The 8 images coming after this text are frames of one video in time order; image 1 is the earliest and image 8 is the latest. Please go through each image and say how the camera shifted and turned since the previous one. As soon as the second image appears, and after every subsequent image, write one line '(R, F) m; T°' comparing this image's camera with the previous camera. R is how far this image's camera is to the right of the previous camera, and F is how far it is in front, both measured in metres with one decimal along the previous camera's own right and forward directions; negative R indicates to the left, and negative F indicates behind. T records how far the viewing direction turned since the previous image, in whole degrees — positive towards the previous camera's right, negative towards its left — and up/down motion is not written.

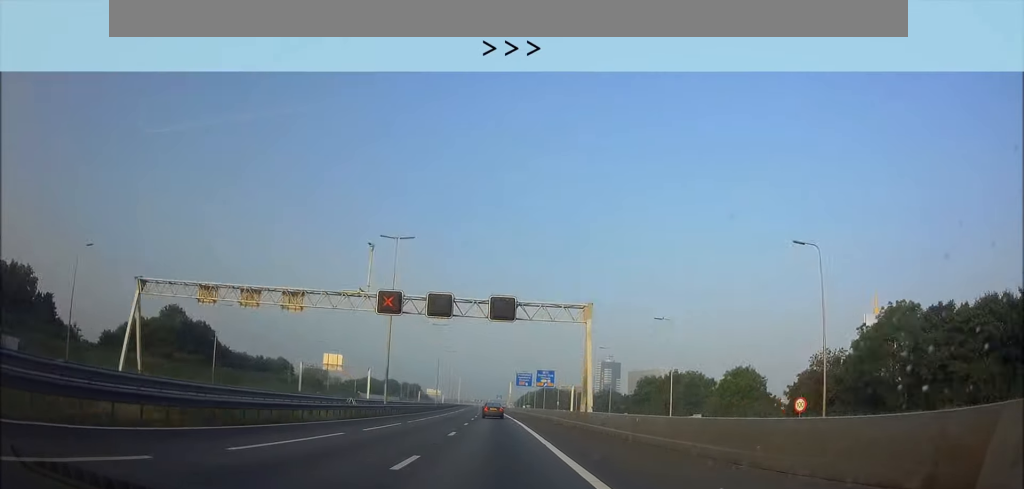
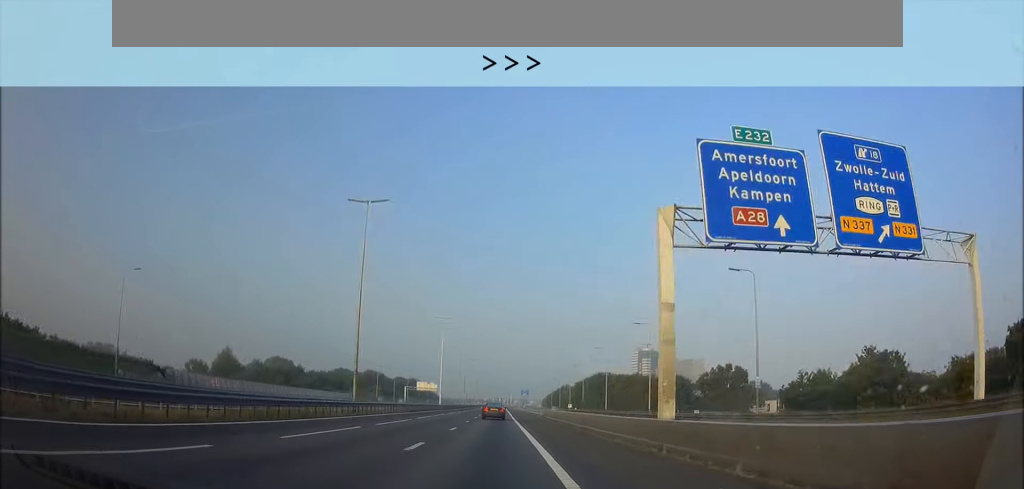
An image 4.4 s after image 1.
(-1.6, +127.5) m; -1°
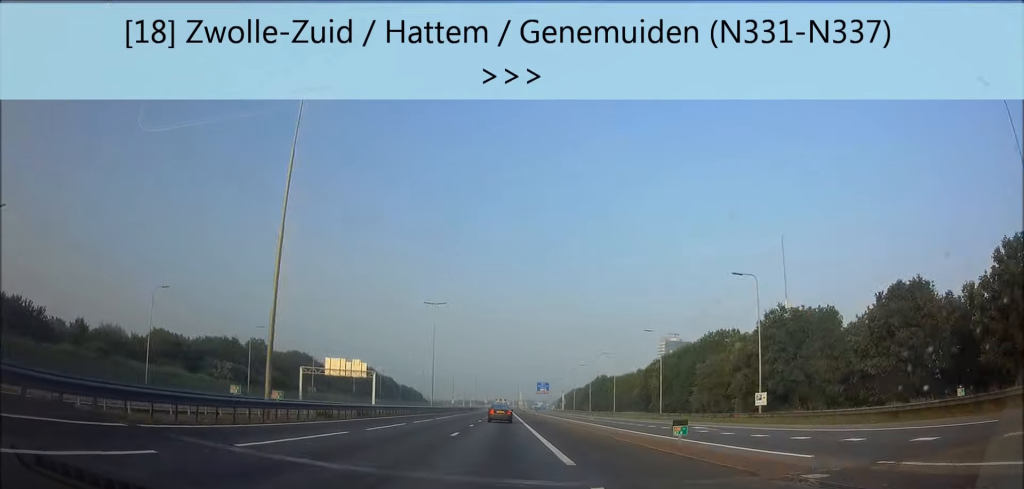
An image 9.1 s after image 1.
(-0.5, +135.2) m; 0°
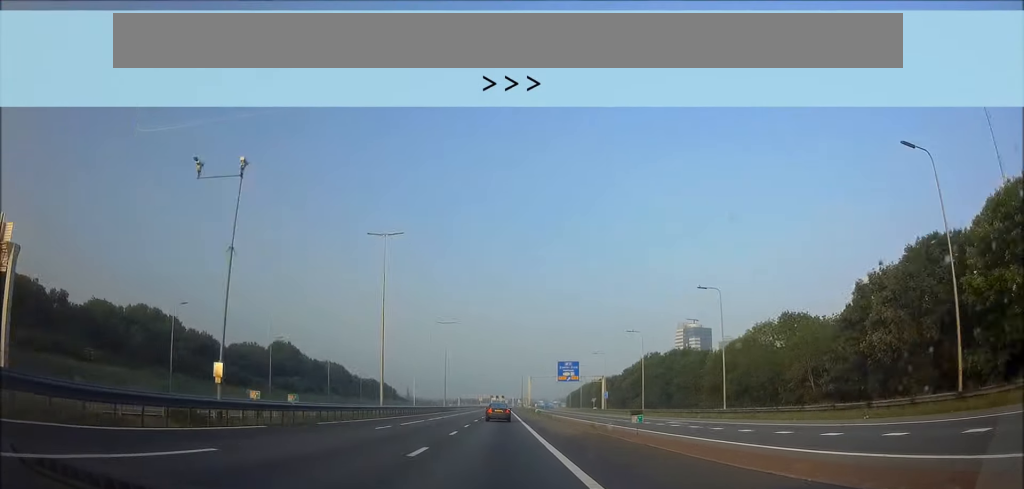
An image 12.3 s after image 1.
(+0.3, +93.1) m; 0°
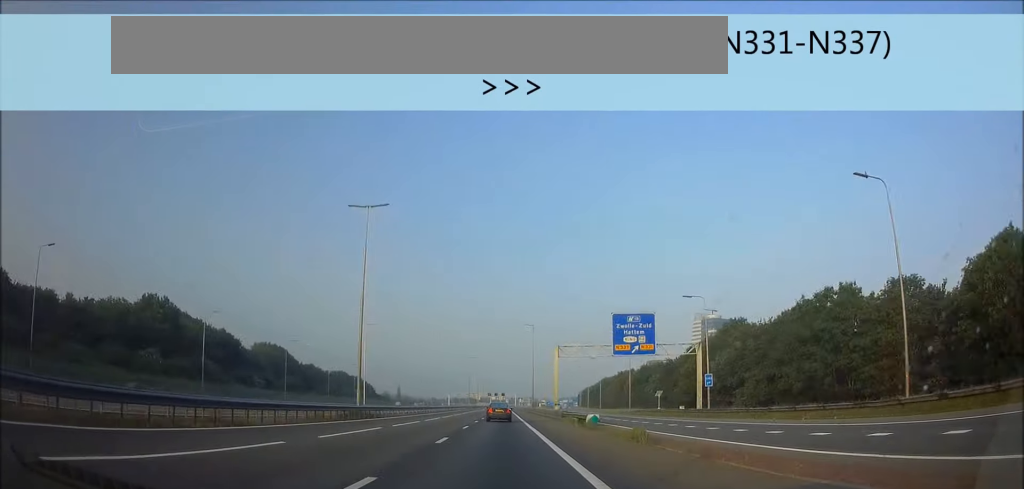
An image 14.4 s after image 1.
(-0.1, +62.0) m; 0°
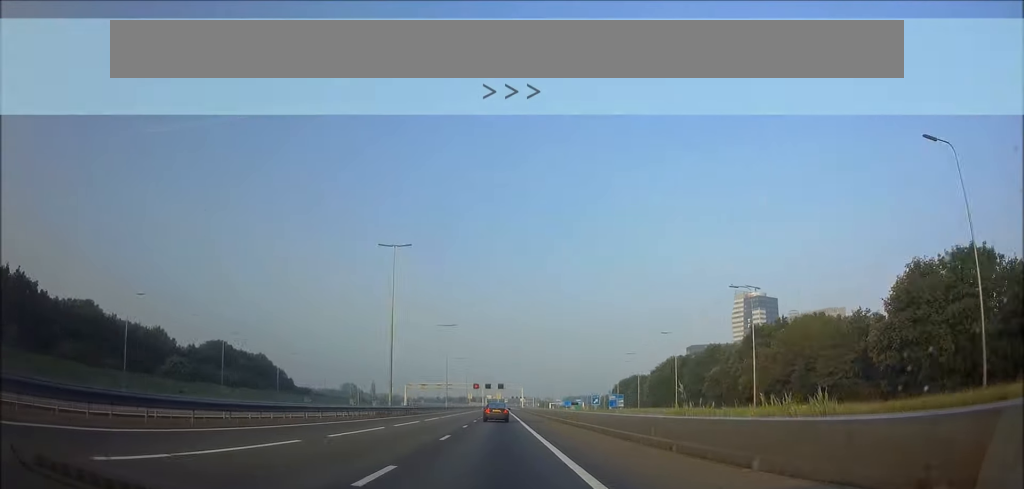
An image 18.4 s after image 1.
(0.0, +116.2) m; 0°
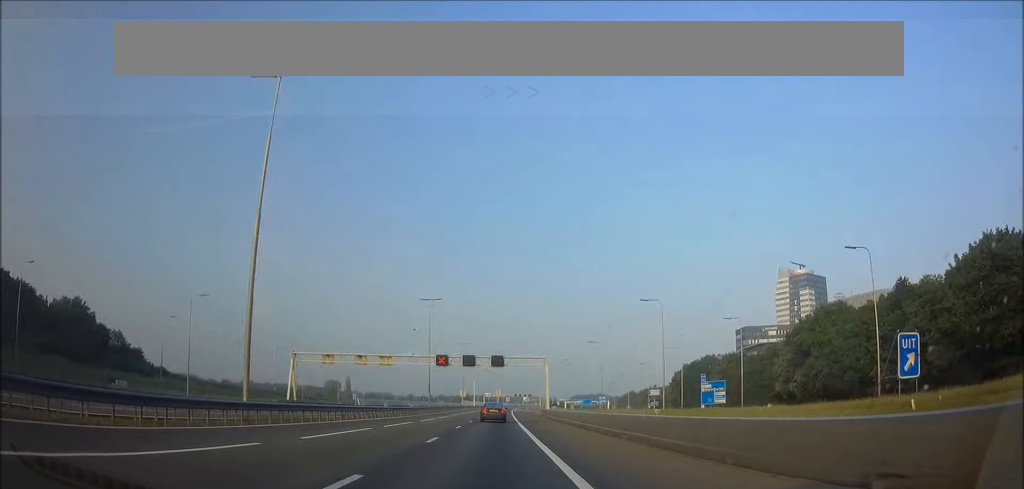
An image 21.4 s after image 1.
(+0.2, +85.4) m; 0°
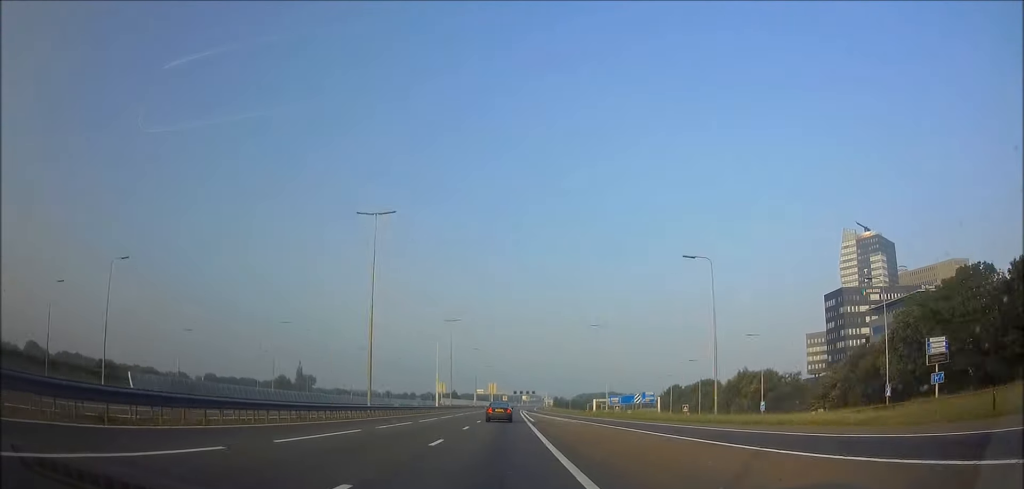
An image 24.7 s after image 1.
(+0.4, +97.2) m; +1°
